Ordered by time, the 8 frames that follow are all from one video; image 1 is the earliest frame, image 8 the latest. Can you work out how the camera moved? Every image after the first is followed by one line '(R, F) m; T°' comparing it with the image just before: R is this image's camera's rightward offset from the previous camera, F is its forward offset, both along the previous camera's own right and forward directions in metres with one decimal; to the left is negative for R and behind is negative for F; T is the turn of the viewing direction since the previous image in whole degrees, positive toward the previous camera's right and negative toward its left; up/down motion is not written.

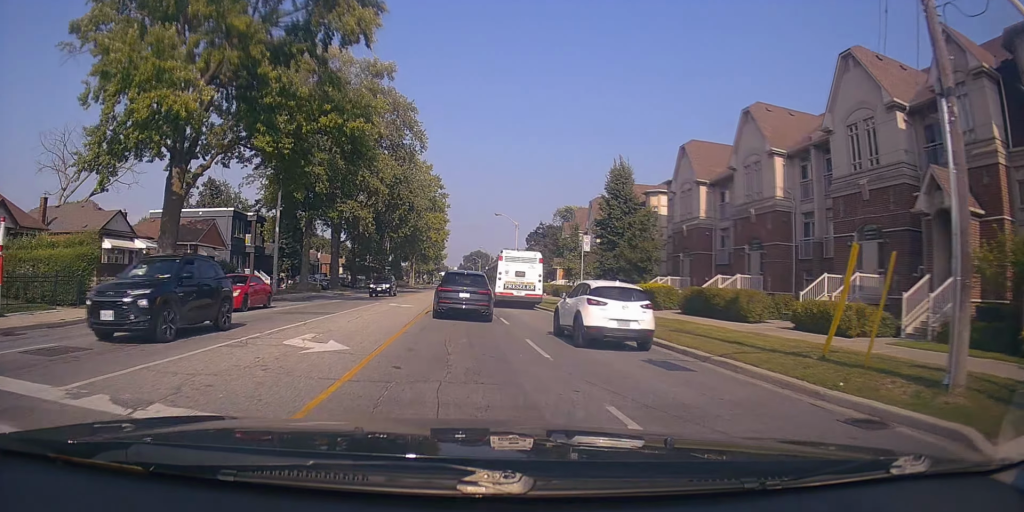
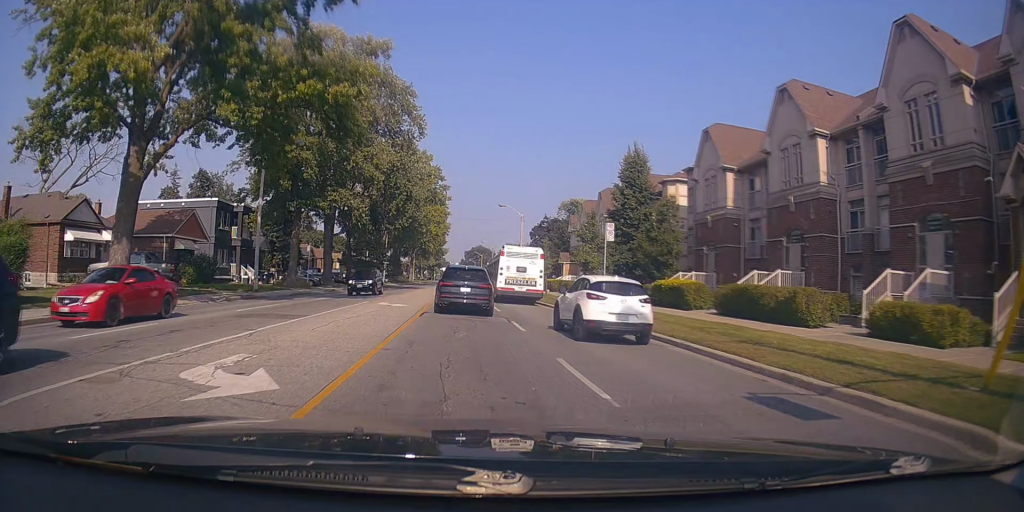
(-0.4, +4.1) m; 0°
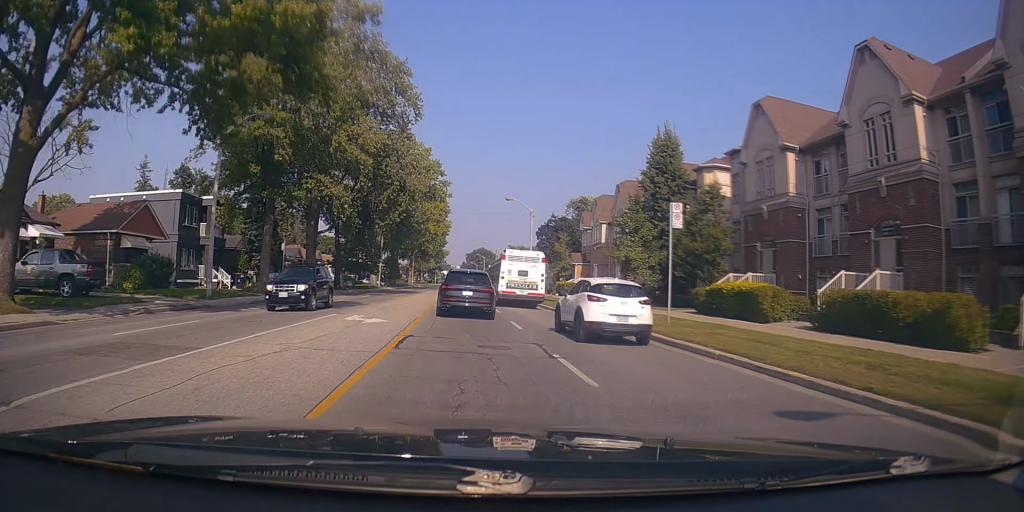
(-0.2, +7.2) m; +2°
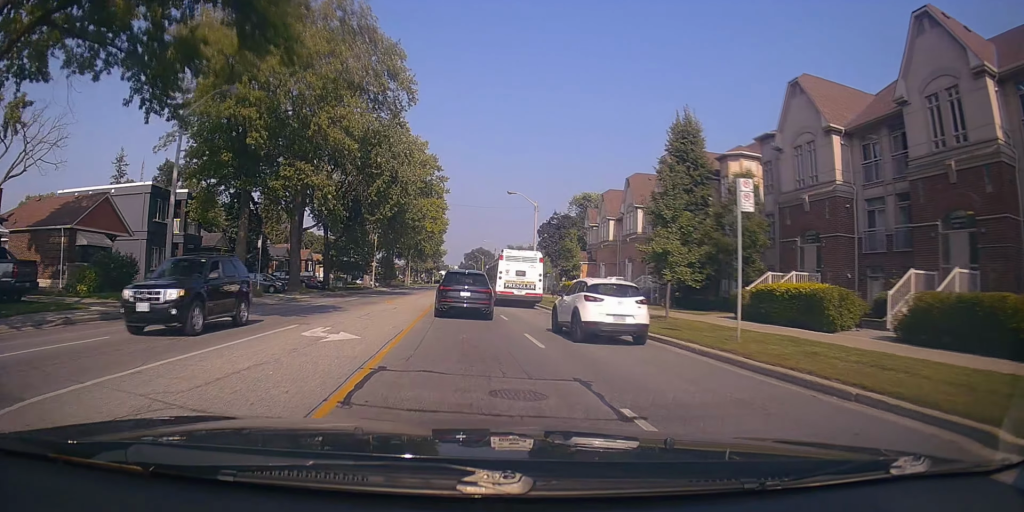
(+0.4, +4.4) m; +2°
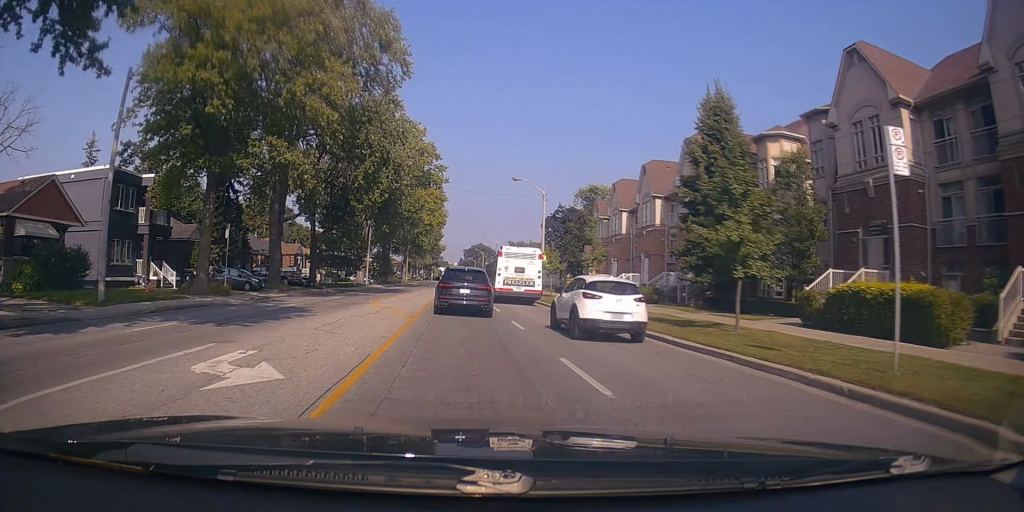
(+0.1, +5.2) m; +1°
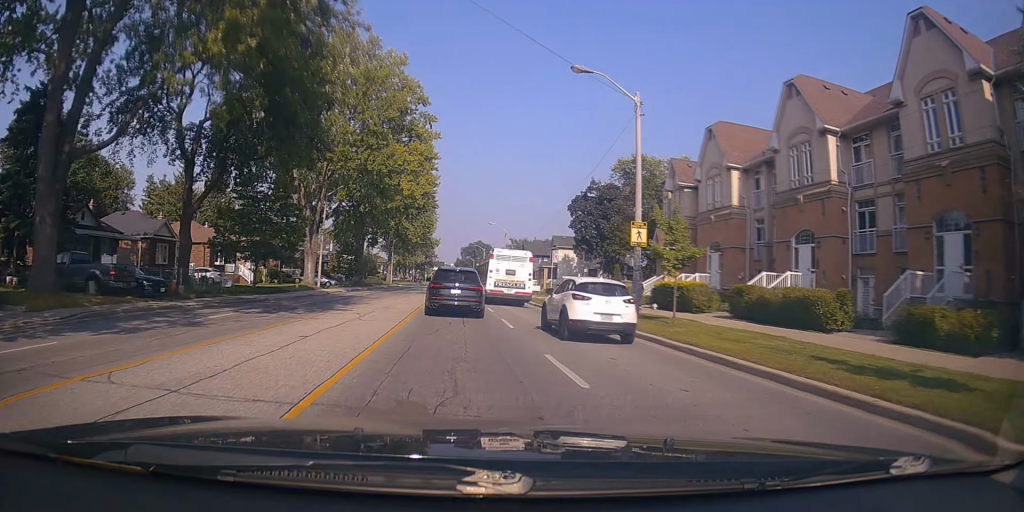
(-0.9, +26.1) m; -2°
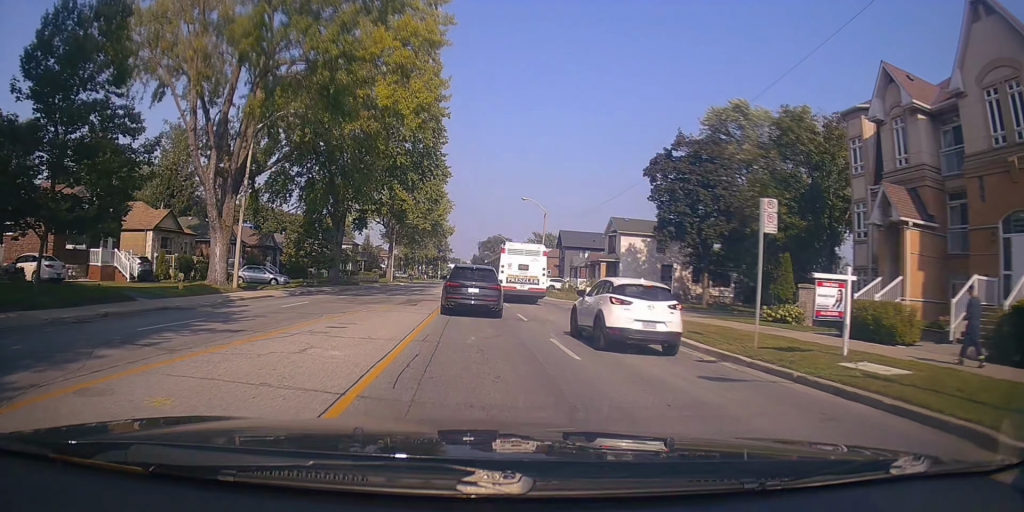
(+1.0, +23.8) m; 0°
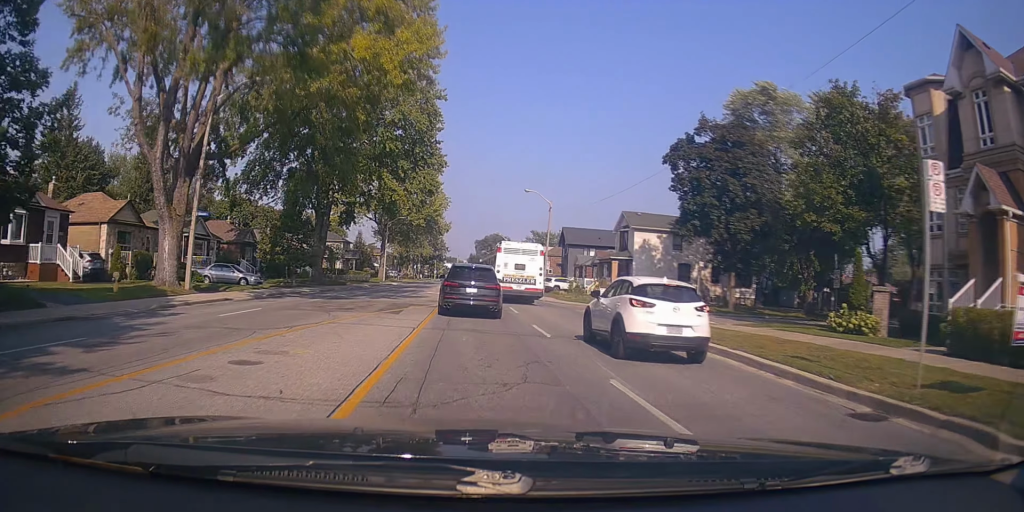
(-0.4, +5.1) m; -2°
